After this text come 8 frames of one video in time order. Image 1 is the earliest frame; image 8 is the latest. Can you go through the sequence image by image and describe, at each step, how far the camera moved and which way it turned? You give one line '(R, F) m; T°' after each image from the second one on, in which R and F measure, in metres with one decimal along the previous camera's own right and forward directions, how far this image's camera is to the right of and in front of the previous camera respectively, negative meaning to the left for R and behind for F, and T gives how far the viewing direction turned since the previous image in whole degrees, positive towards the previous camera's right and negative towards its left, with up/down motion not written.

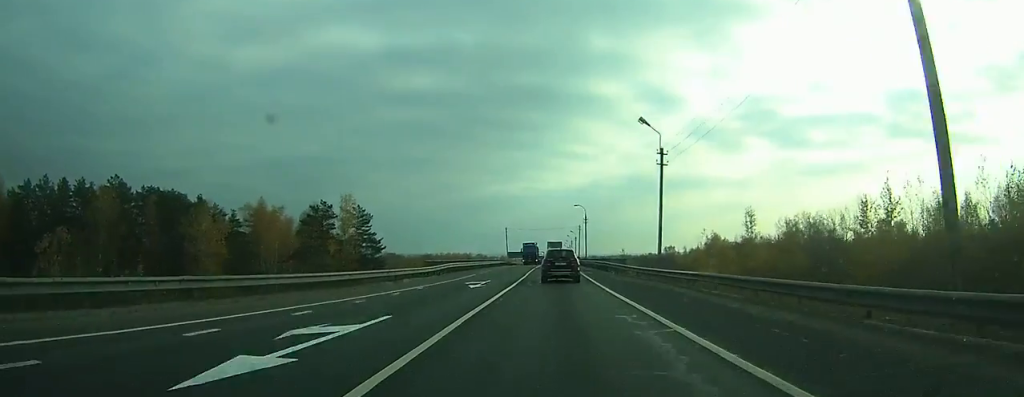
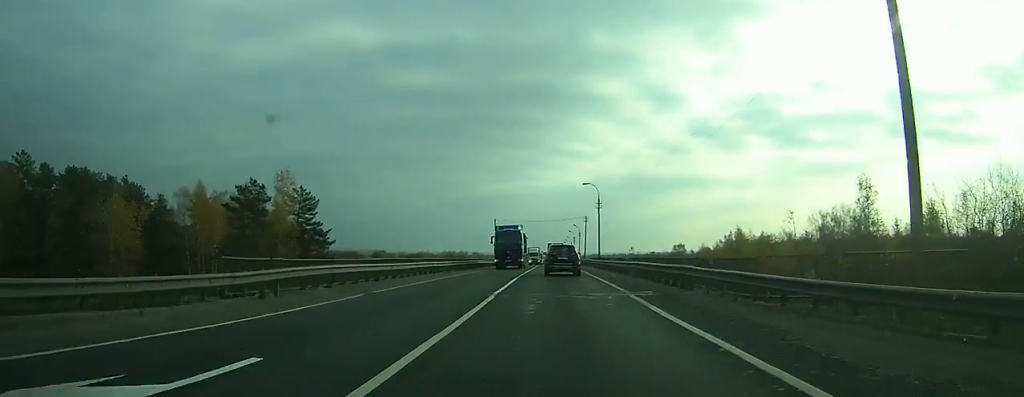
(0.0, +26.2) m; 0°
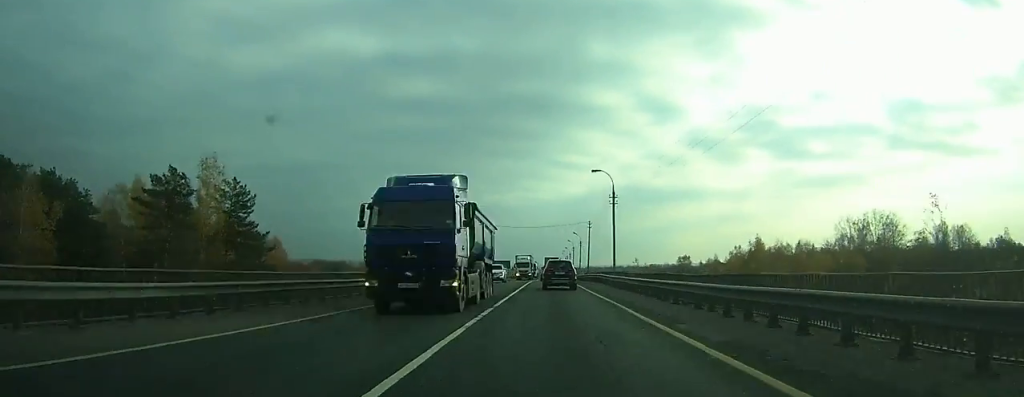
(0.0, +18.4) m; 0°
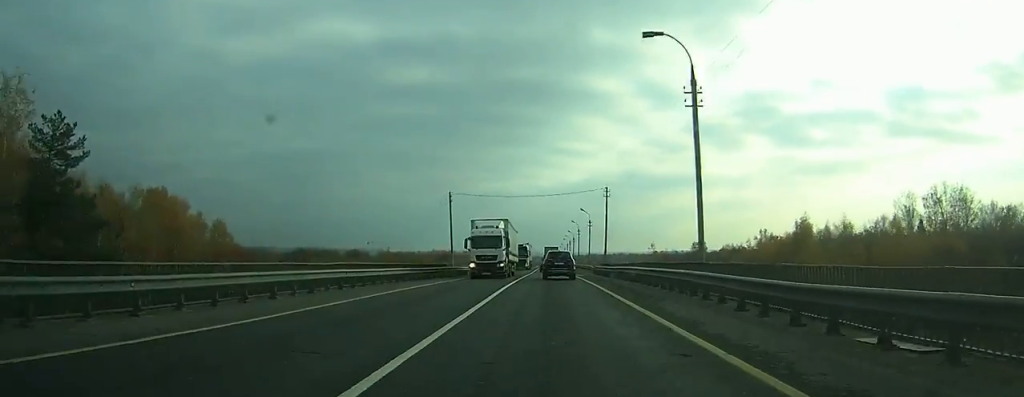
(+0.2, +27.6) m; +1°
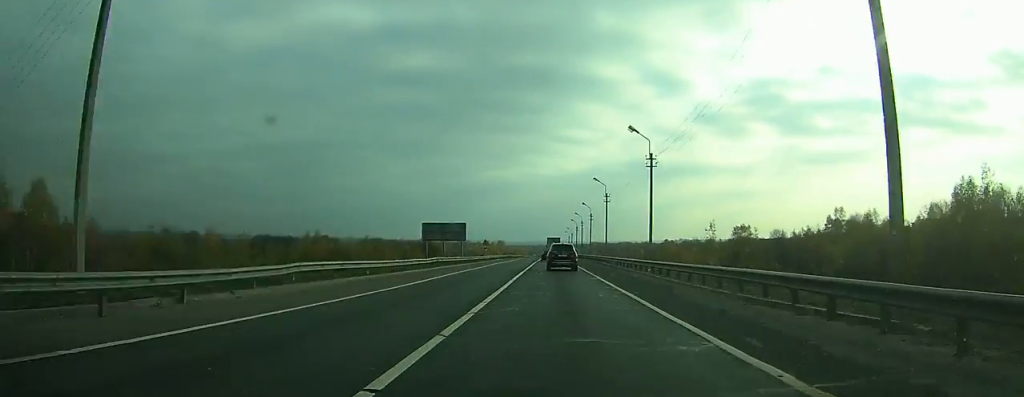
(+0.1, +52.1) m; 0°
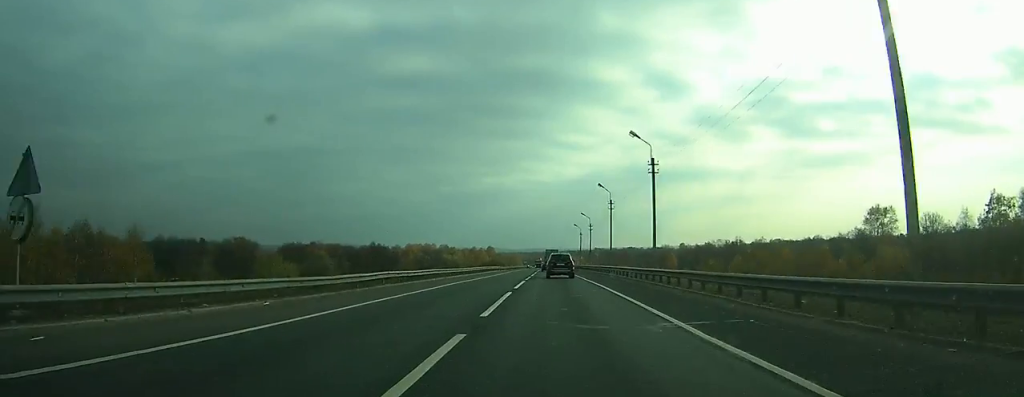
(-0.4, +85.6) m; 0°
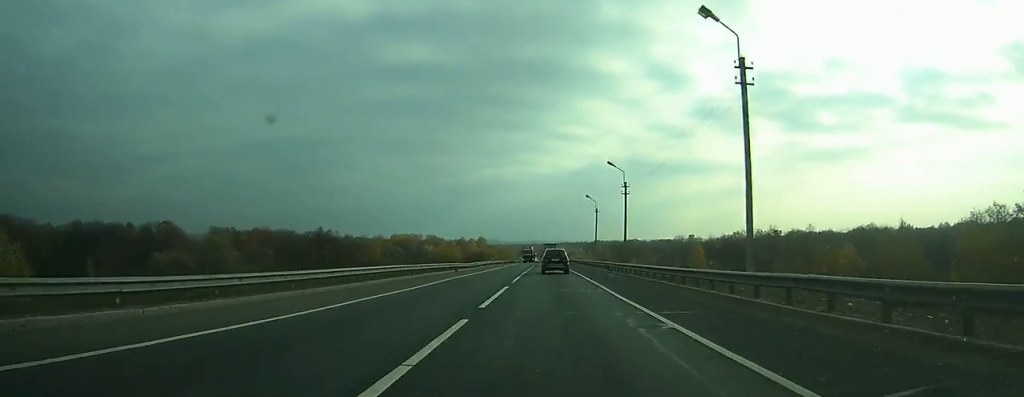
(+0.1, +45.7) m; 0°
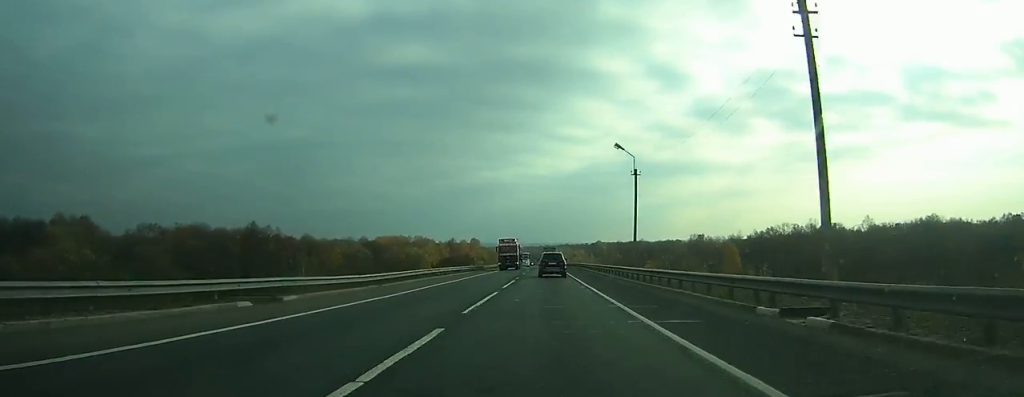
(0.0, +36.4) m; 0°
